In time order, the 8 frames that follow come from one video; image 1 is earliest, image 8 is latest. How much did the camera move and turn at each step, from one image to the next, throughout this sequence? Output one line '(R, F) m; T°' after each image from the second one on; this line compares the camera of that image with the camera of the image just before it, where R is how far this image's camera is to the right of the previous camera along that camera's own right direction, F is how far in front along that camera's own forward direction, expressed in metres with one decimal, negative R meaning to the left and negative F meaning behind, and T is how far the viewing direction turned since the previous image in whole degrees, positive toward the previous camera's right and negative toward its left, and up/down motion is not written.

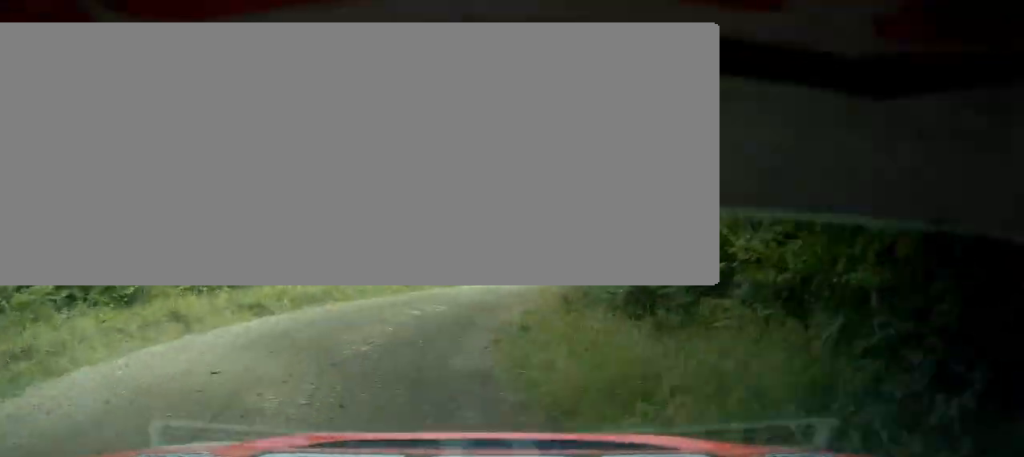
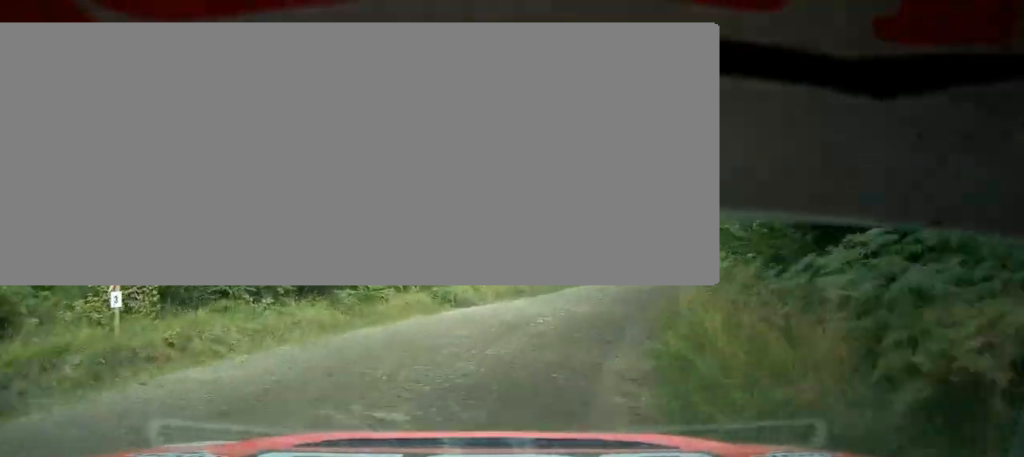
(-0.1, +8.6) m; +1°
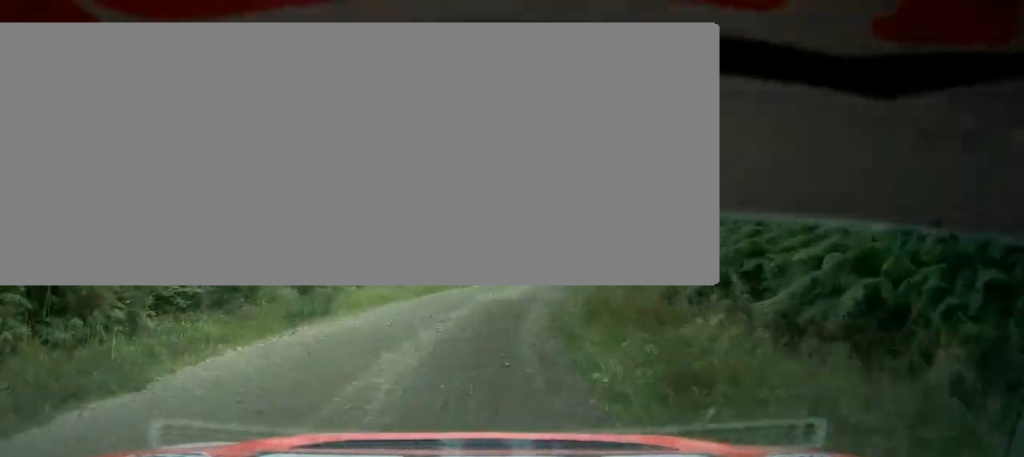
(+0.3, +12.8) m; +12°
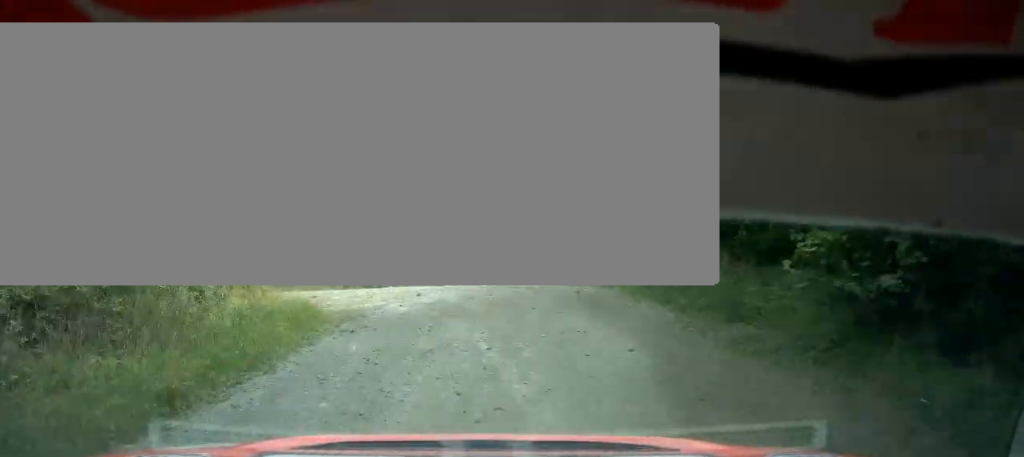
(+6.5, +22.0) m; +29°
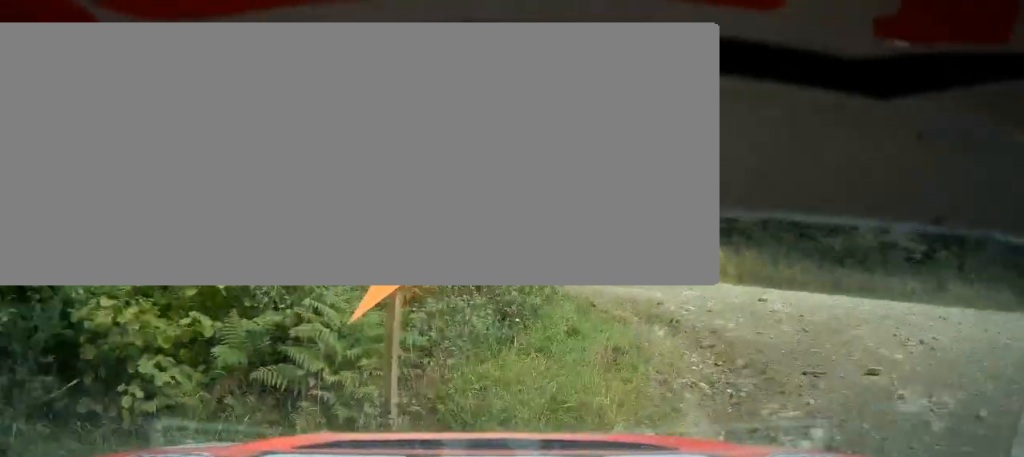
(+1.7, +12.5) m; 0°
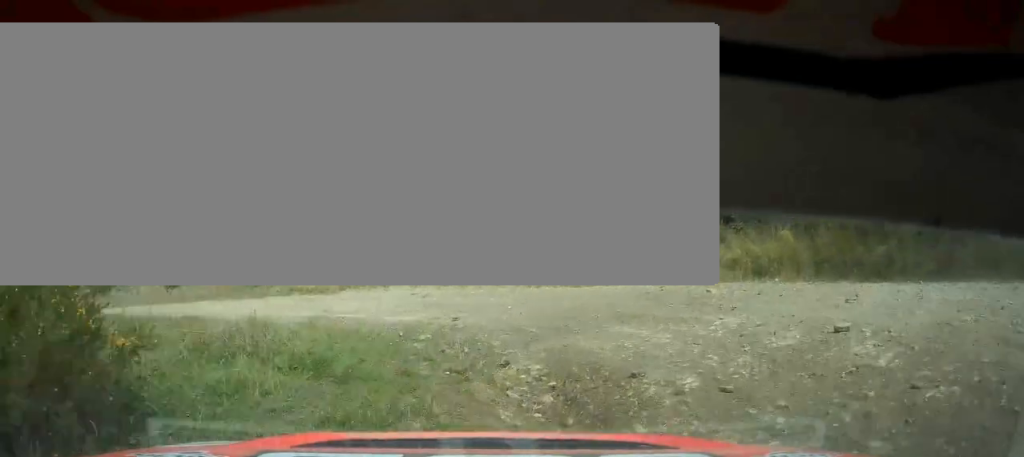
(+1.1, +5.3) m; -6°
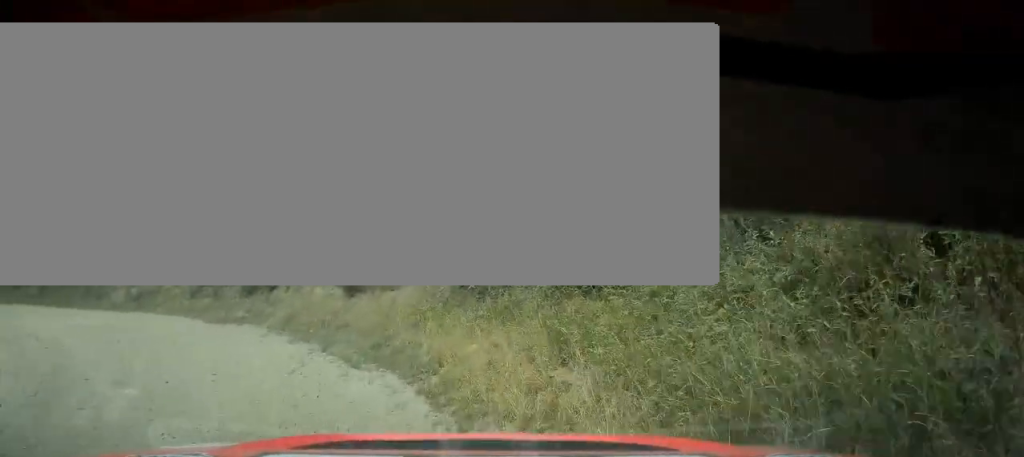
(-9.1, +12.0) m; -60°
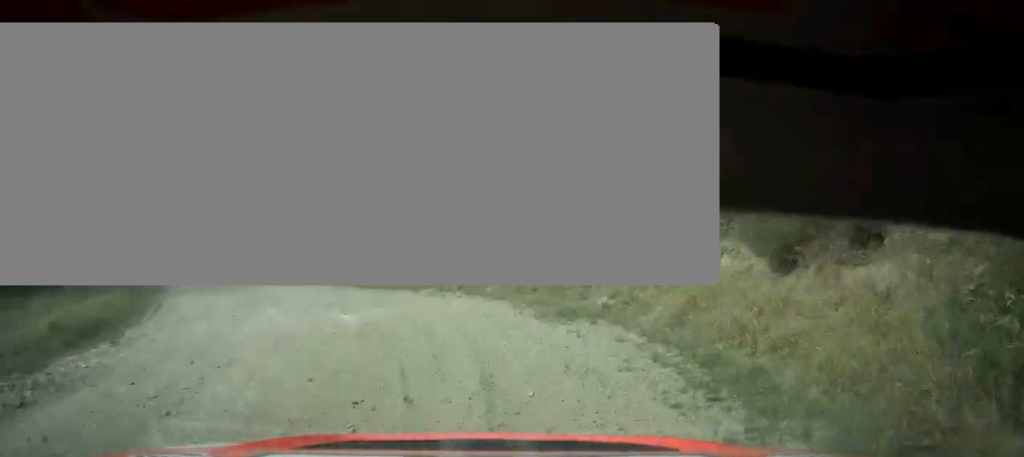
(-1.3, +6.6) m; -16°
